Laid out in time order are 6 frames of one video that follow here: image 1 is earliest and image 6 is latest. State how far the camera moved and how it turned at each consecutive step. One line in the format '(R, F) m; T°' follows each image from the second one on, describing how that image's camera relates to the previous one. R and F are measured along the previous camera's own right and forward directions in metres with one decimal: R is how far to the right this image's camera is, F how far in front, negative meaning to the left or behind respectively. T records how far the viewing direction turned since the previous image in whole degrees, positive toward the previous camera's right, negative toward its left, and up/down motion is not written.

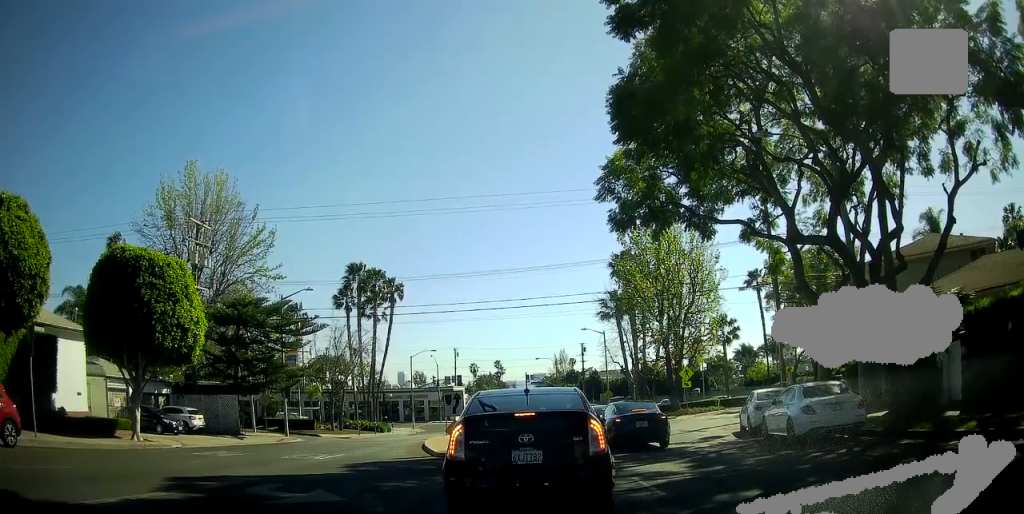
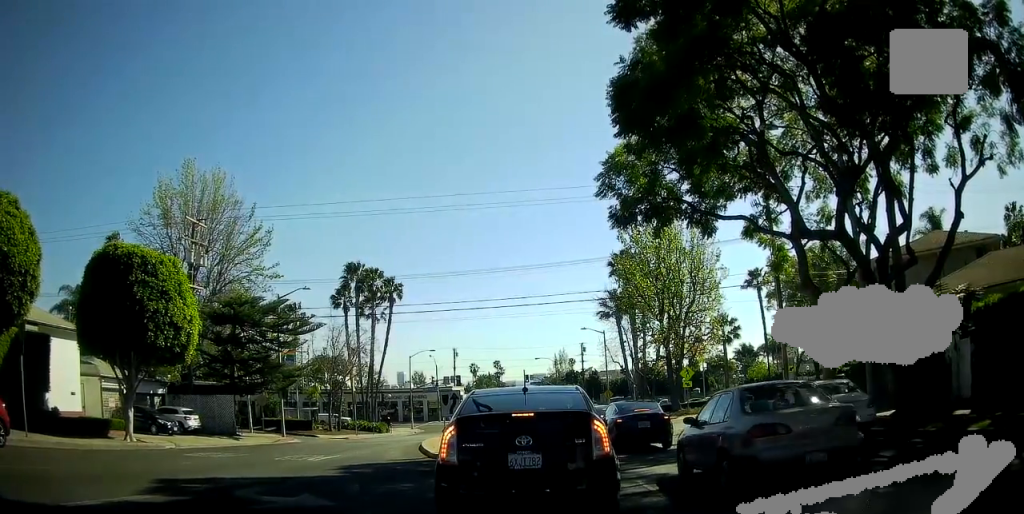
(0.0, +0.3) m; 0°
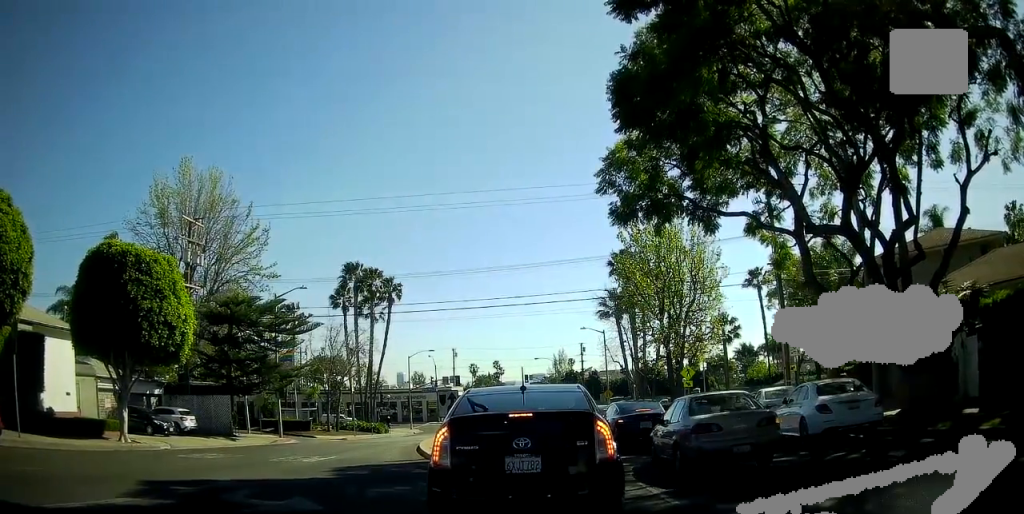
(0.0, +0.3) m; 0°
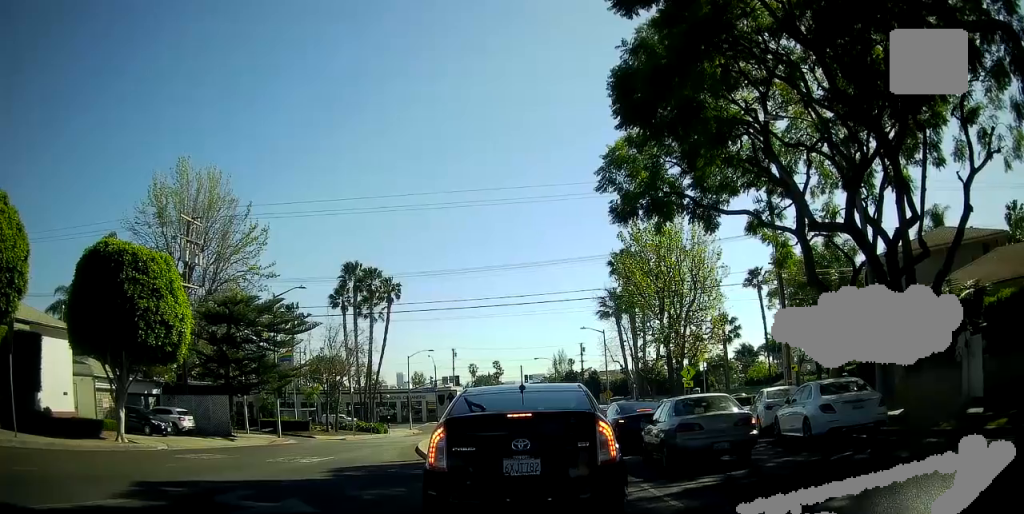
(0.0, +0.3) m; 0°
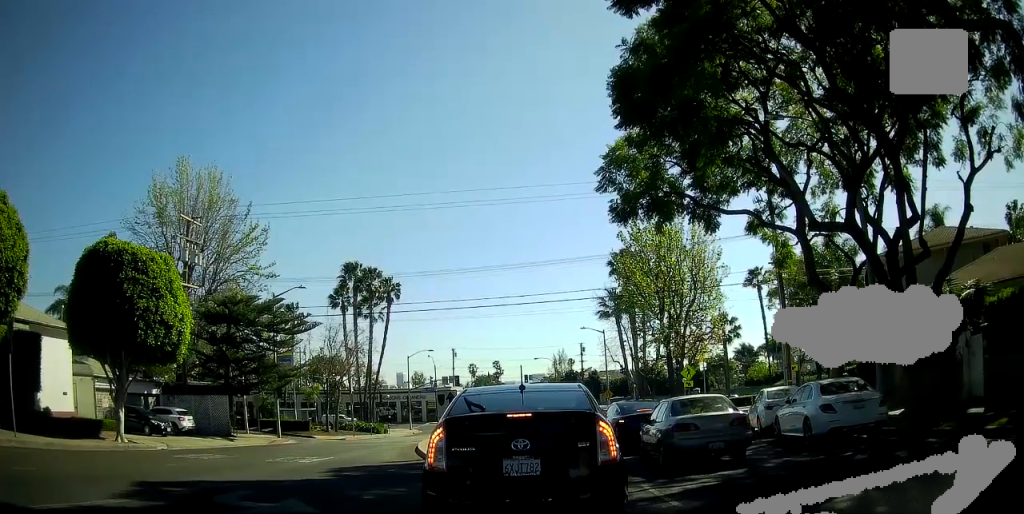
(0.0, +0.2) m; 0°
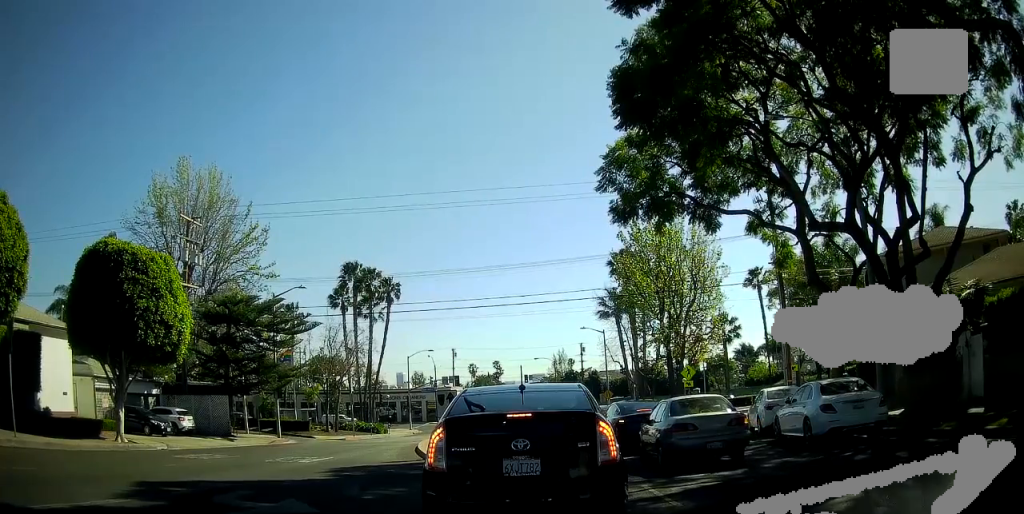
(0.0, +0.2) m; 0°
